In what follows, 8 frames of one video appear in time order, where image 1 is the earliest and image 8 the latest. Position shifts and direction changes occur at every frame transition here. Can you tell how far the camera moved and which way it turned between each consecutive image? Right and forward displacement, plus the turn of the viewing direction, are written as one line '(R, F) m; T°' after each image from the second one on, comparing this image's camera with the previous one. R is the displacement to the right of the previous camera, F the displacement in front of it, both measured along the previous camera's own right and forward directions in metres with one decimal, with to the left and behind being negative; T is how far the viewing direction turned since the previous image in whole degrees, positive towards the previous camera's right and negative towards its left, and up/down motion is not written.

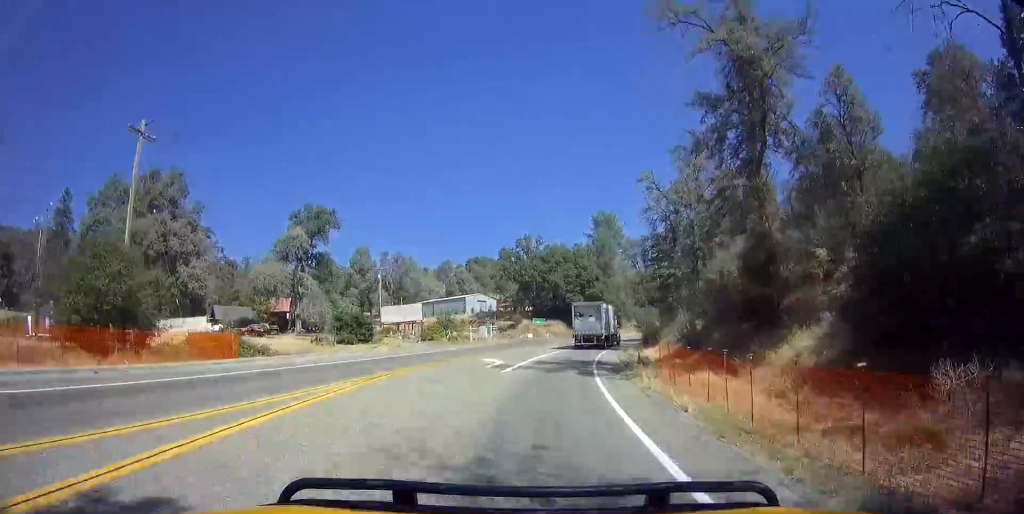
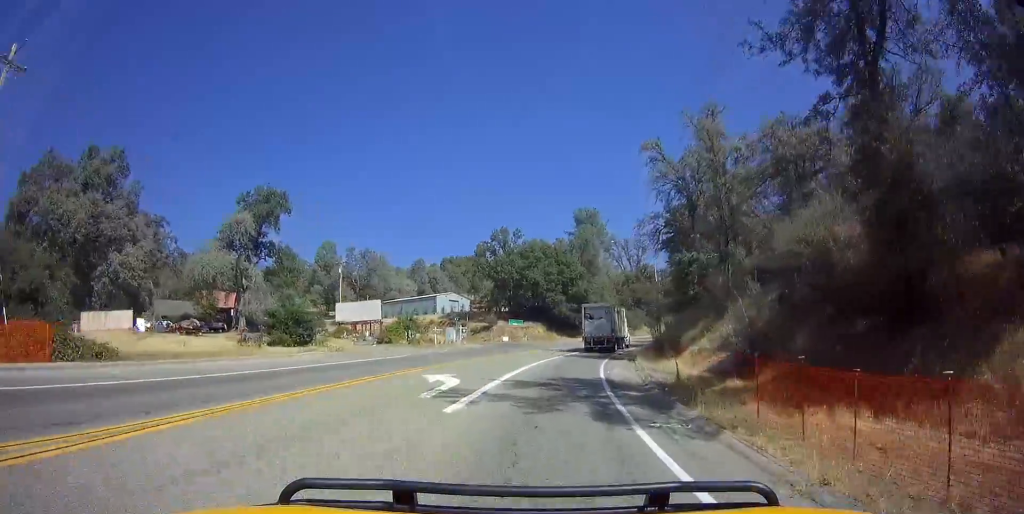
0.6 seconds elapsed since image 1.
(0.0, +9.9) m; +2°
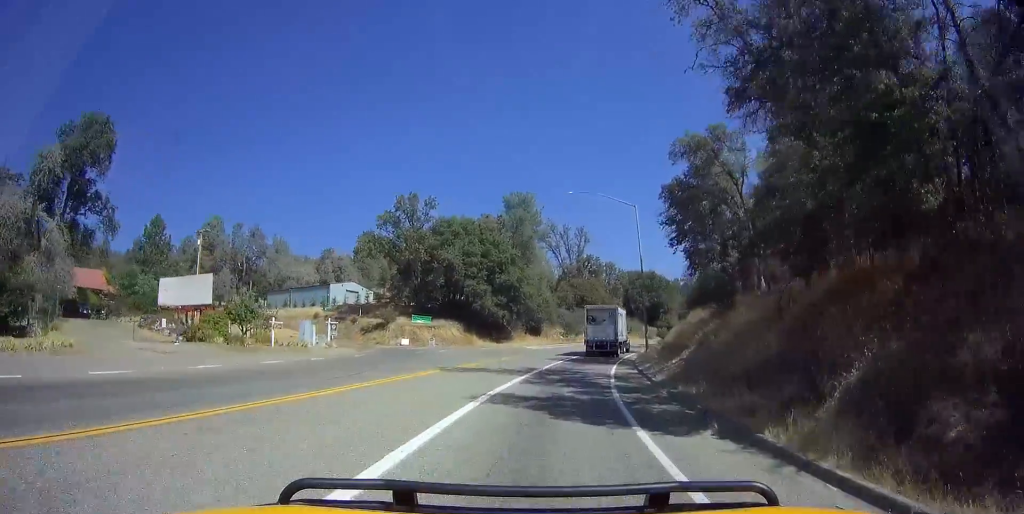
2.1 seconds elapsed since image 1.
(+1.3, +23.0) m; +10°
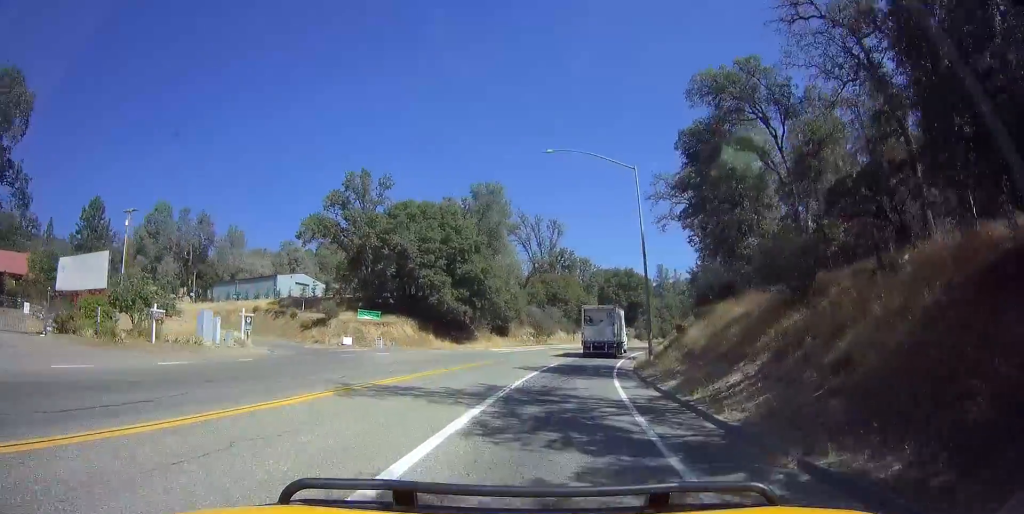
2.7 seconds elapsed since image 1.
(+0.7, +9.0) m; +4°
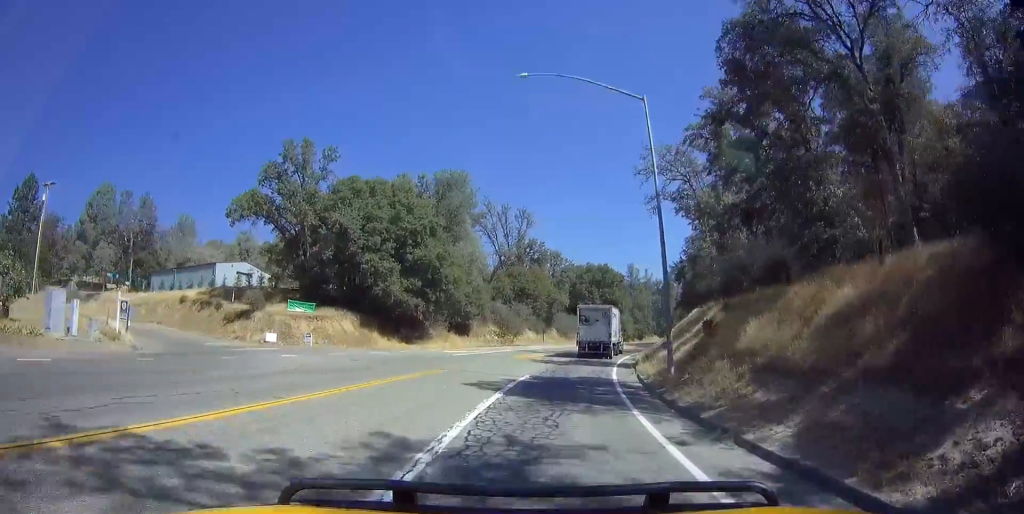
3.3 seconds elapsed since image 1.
(+0.3, +8.9) m; +3°
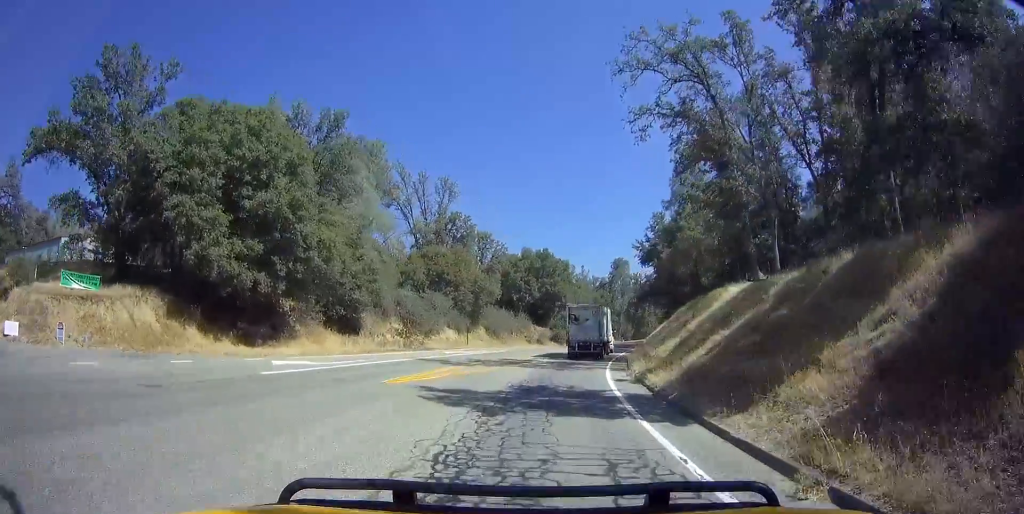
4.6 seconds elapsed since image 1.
(+0.7, +18.5) m; +4°
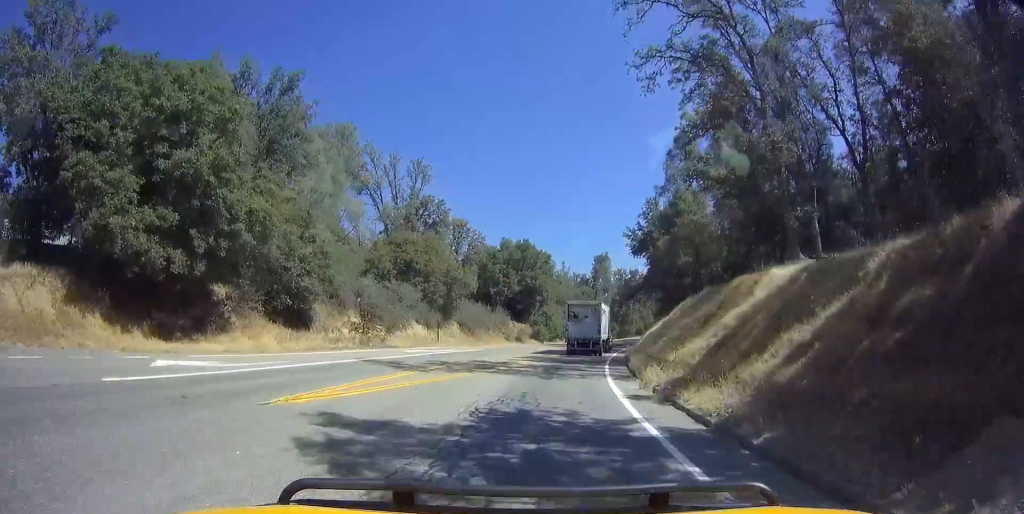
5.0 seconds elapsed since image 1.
(+0.1, +6.3) m; +1°
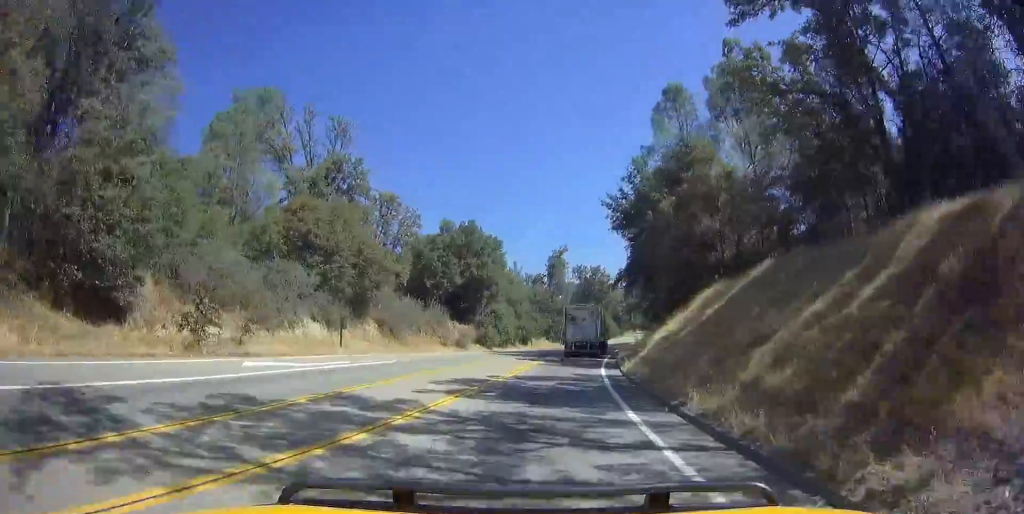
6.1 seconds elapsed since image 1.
(+0.3, +15.4) m; +6°
